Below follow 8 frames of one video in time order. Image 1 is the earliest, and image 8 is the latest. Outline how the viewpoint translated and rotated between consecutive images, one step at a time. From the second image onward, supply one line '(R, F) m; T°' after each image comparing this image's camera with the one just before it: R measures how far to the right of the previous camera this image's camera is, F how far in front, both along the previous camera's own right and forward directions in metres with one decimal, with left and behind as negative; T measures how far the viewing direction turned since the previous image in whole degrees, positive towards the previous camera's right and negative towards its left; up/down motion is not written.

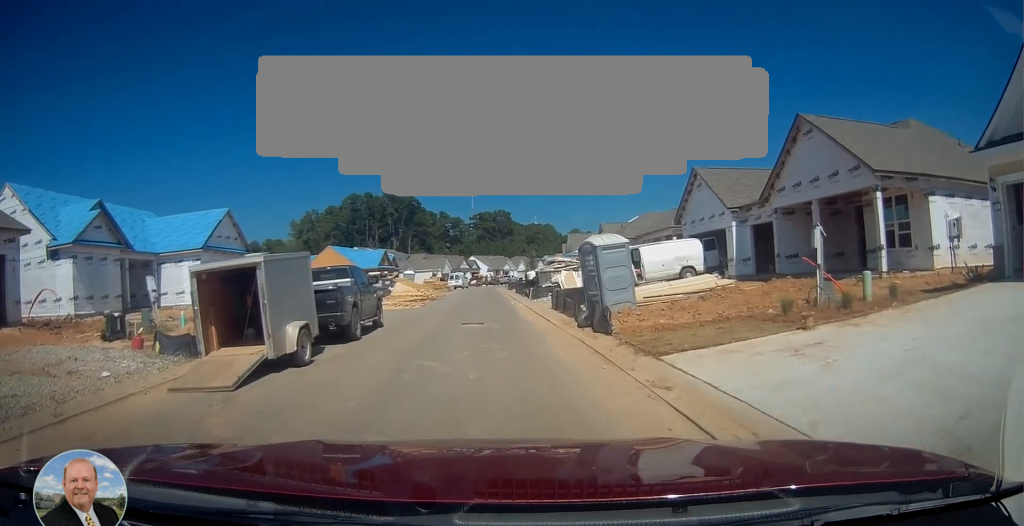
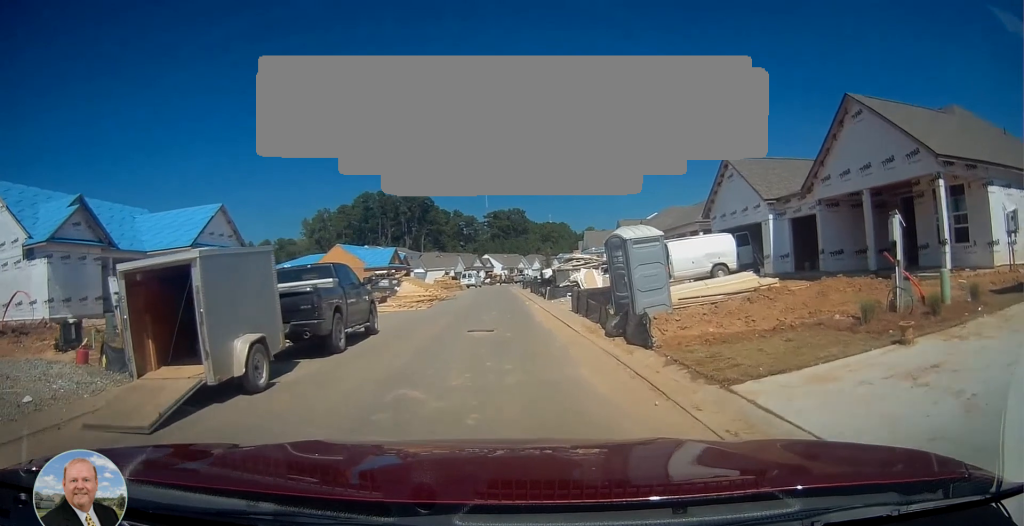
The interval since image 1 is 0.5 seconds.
(-0.1, +2.5) m; 0°
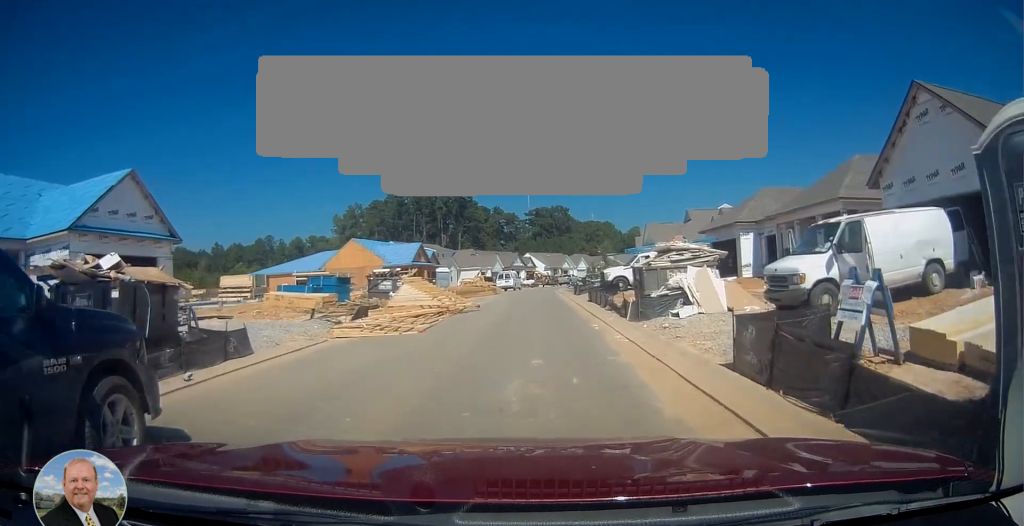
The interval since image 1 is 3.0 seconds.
(-0.5, +12.1) m; -7°
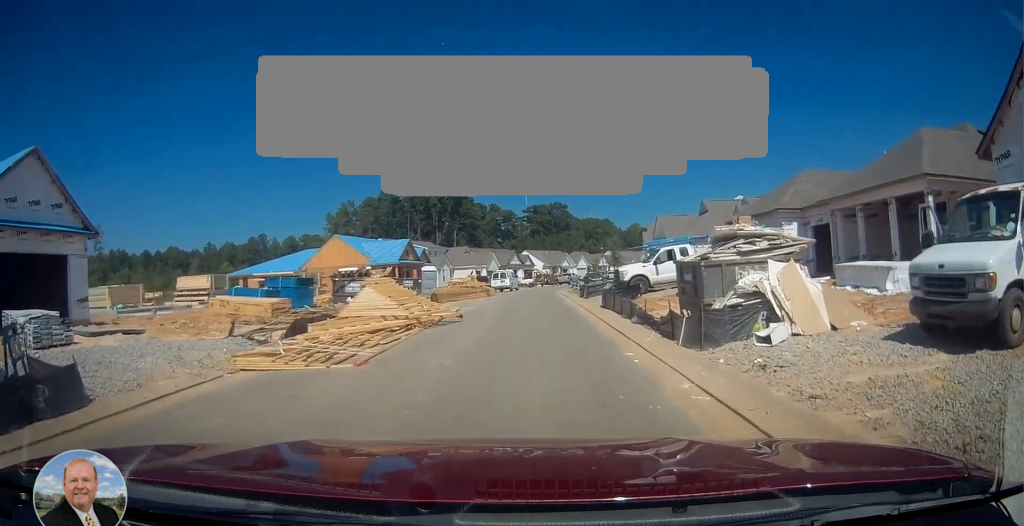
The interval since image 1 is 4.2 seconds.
(0.0, +5.8) m; +1°
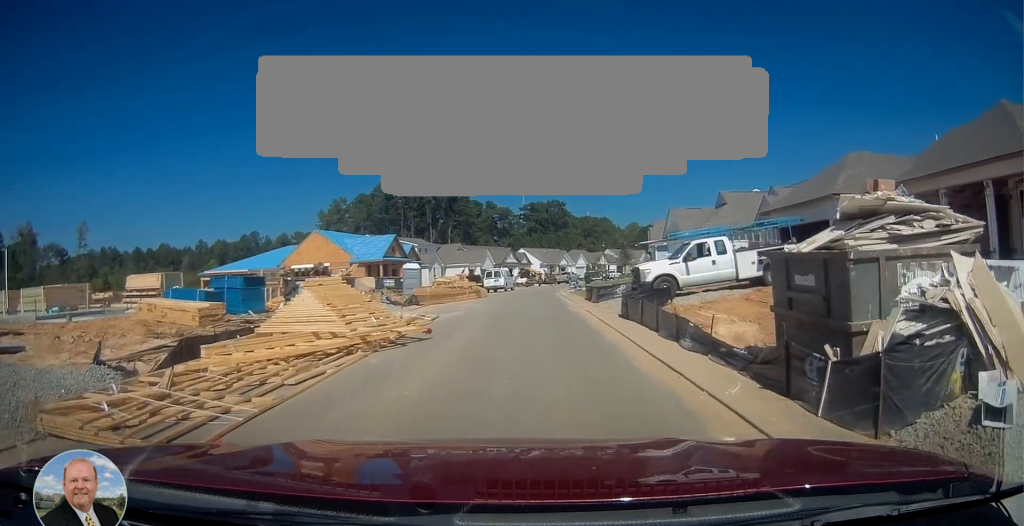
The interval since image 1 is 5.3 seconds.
(+0.1, +5.2) m; +1°
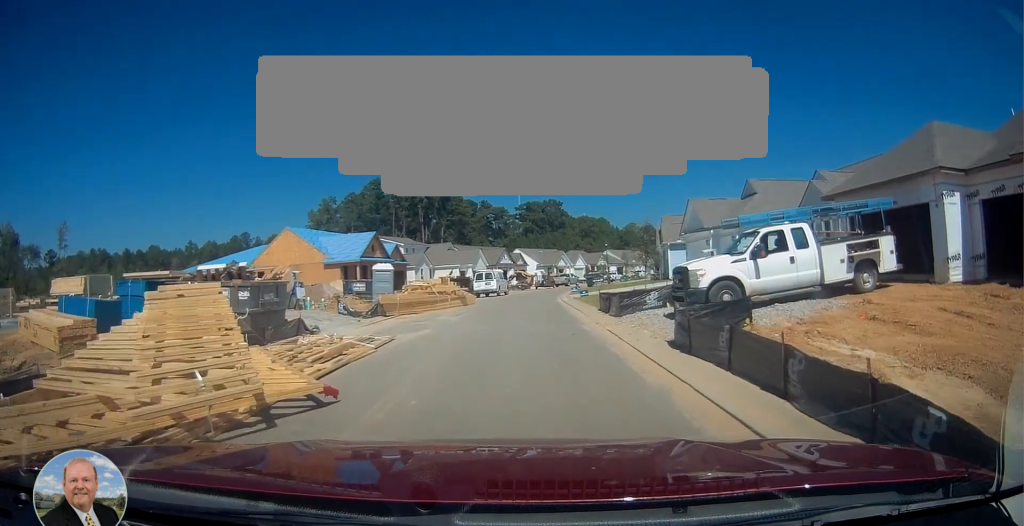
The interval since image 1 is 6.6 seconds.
(0.0, +6.5) m; 0°
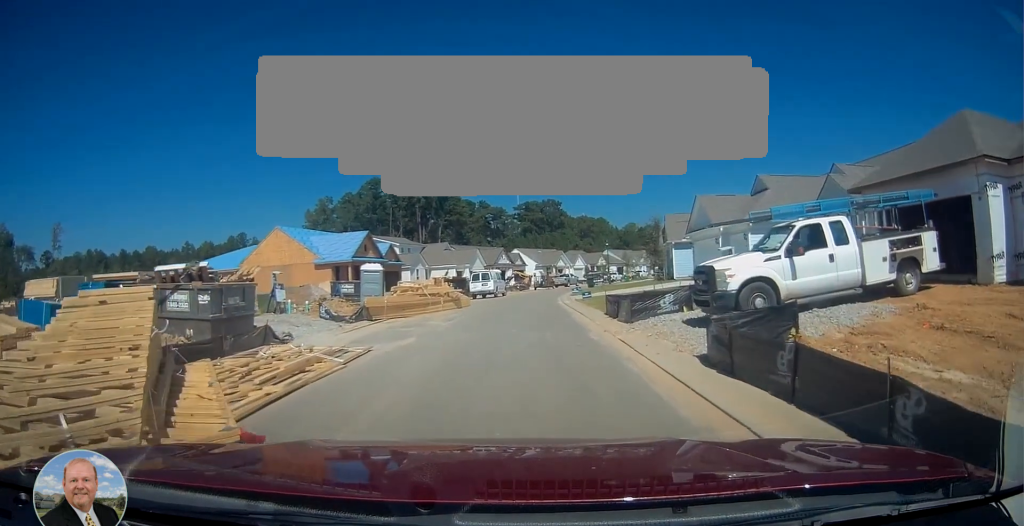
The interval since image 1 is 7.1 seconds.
(0.0, +2.1) m; 0°
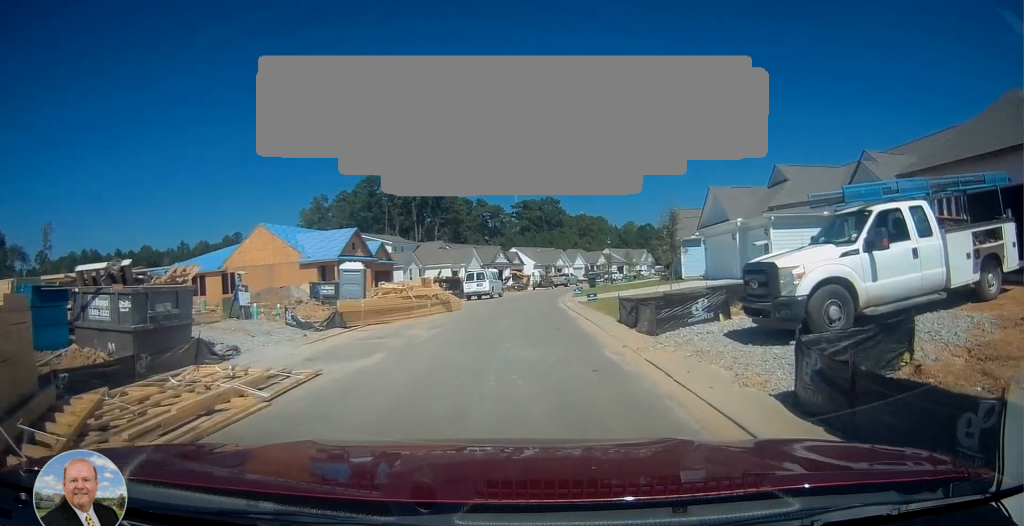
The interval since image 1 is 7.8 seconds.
(0.0, +3.2) m; 0°
